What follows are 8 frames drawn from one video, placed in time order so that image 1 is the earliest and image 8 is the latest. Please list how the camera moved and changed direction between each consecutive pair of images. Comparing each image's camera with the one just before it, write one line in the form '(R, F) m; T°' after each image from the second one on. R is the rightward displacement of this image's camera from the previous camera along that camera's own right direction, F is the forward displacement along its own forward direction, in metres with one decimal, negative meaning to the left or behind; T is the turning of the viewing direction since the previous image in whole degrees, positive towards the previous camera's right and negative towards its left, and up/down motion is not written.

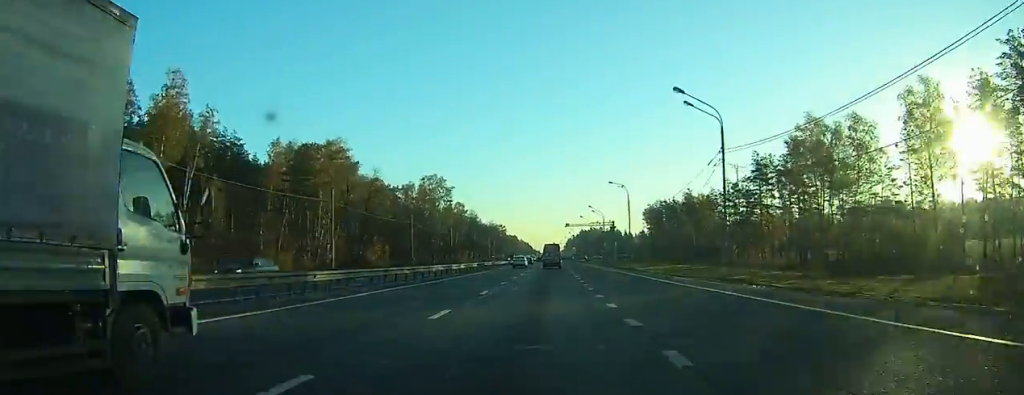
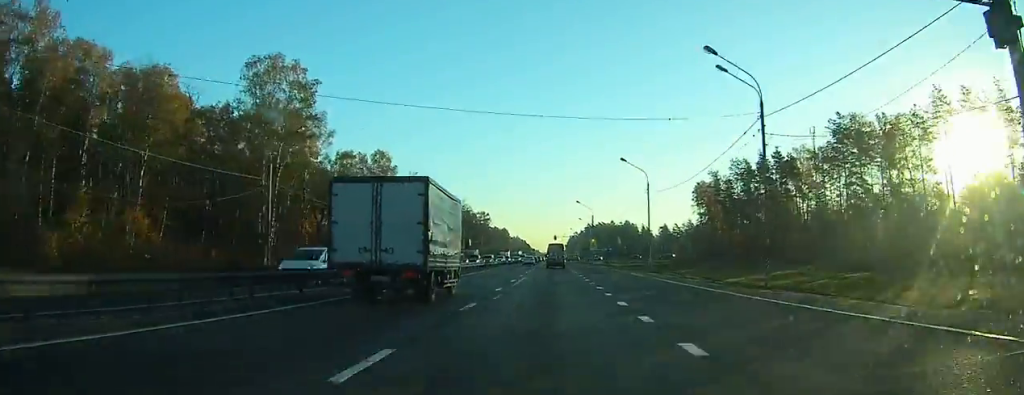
(+0.3, +88.1) m; 0°
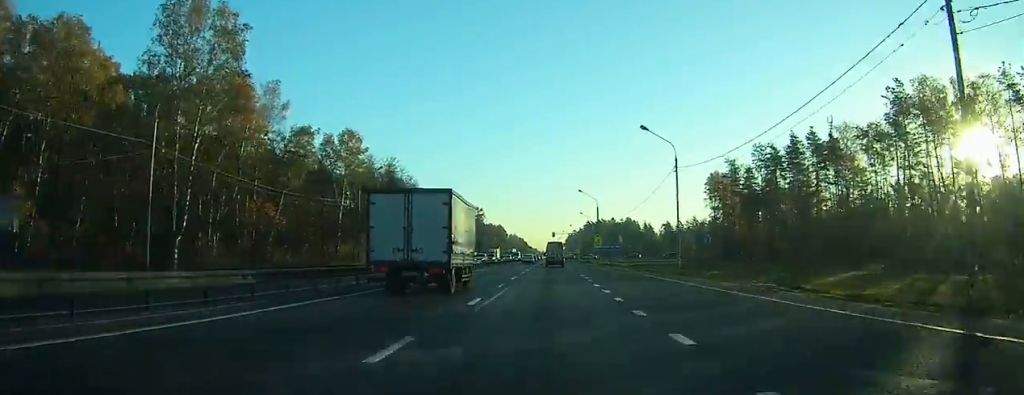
(0.0, +14.3) m; 0°
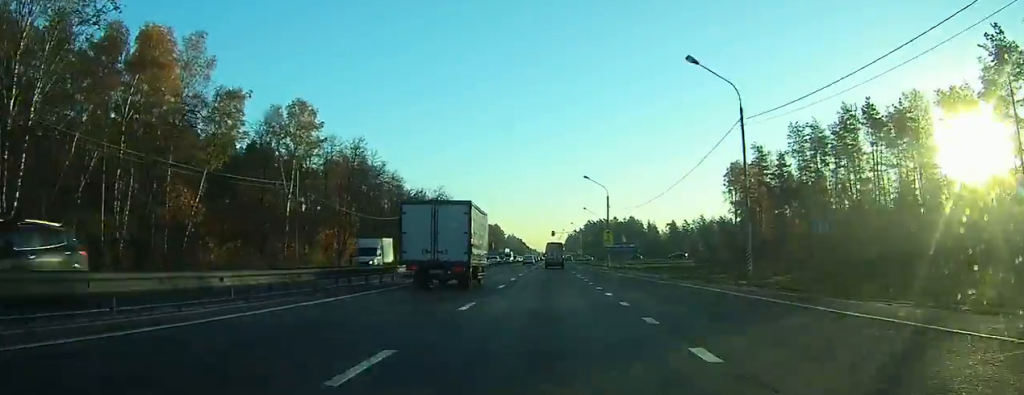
(0.0, +16.3) m; 0°
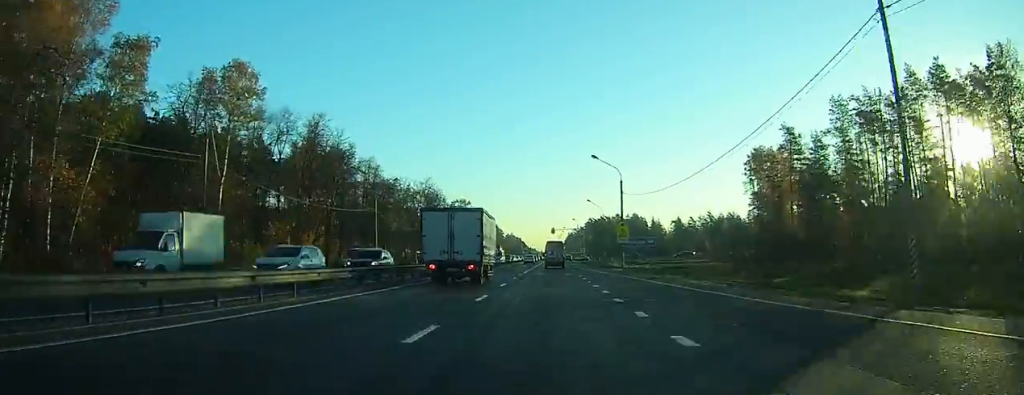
(0.0, +13.8) m; 0°
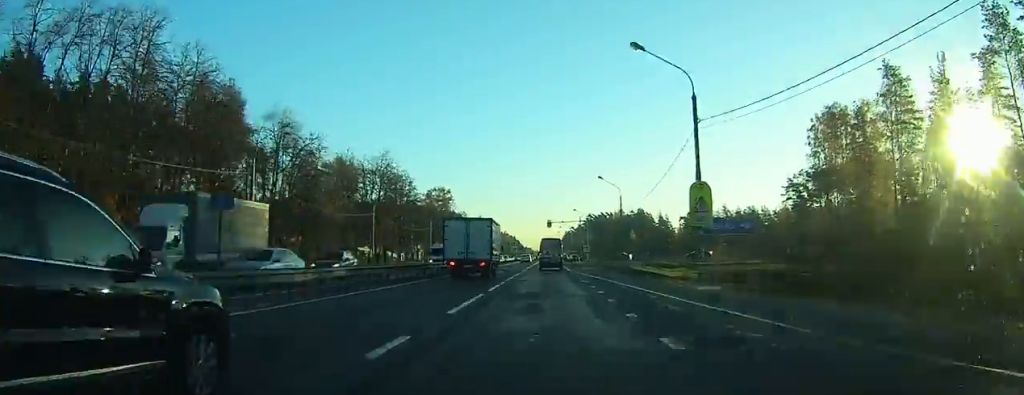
(+0.1, +32.0) m; 0°
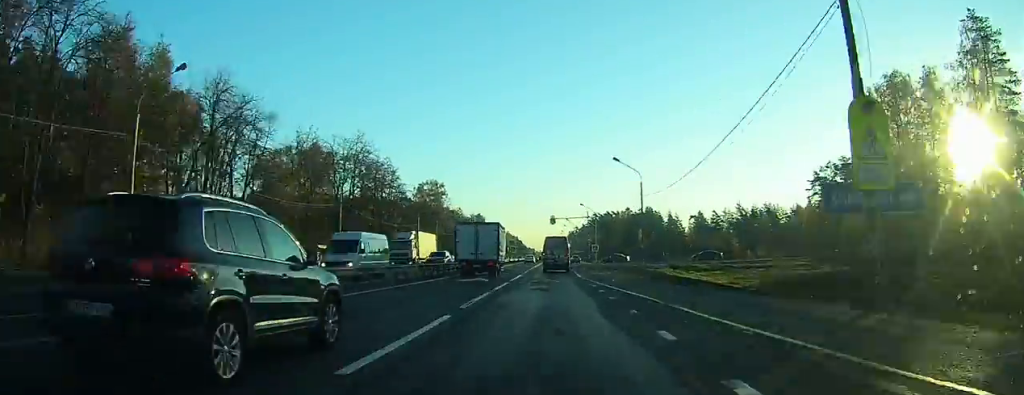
(0.0, +15.7) m; 0°
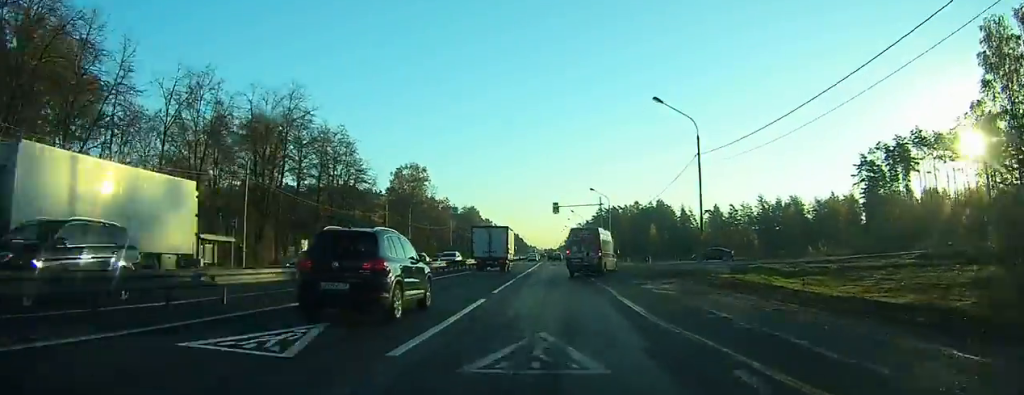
(+0.1, +25.1) m; 0°
